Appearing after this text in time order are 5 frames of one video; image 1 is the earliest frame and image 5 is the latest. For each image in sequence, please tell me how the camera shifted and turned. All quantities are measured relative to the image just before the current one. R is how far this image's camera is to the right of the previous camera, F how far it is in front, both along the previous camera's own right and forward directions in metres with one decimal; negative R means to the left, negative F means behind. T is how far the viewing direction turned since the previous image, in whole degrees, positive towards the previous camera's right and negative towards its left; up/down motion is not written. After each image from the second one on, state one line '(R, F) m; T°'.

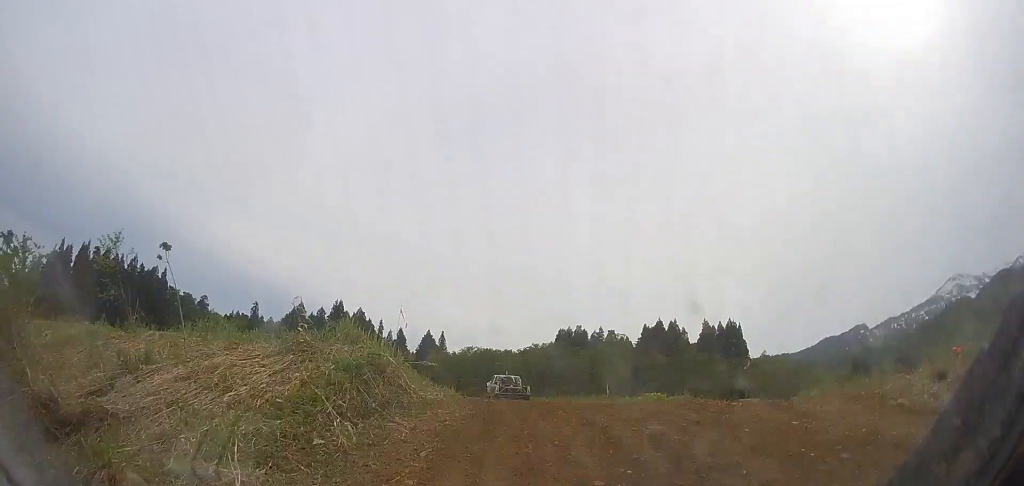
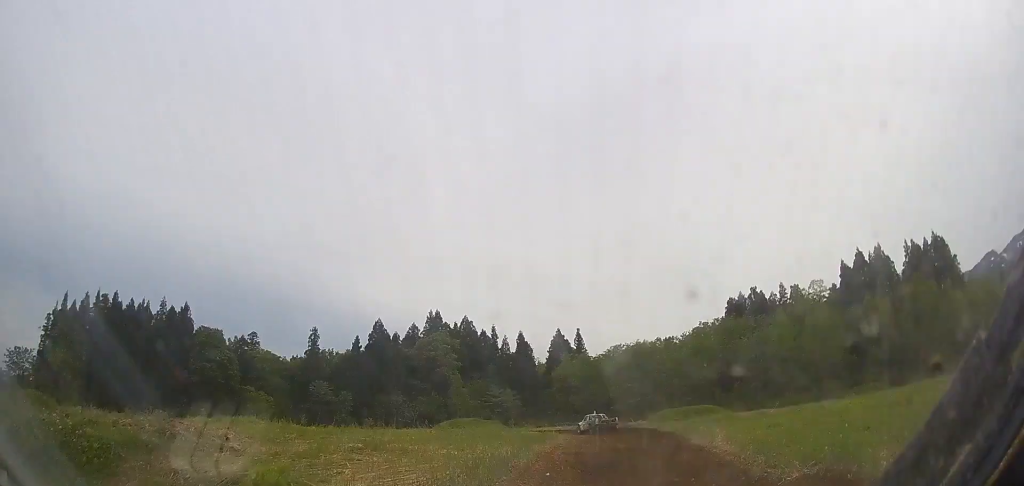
(-5.5, +49.7) m; -12°
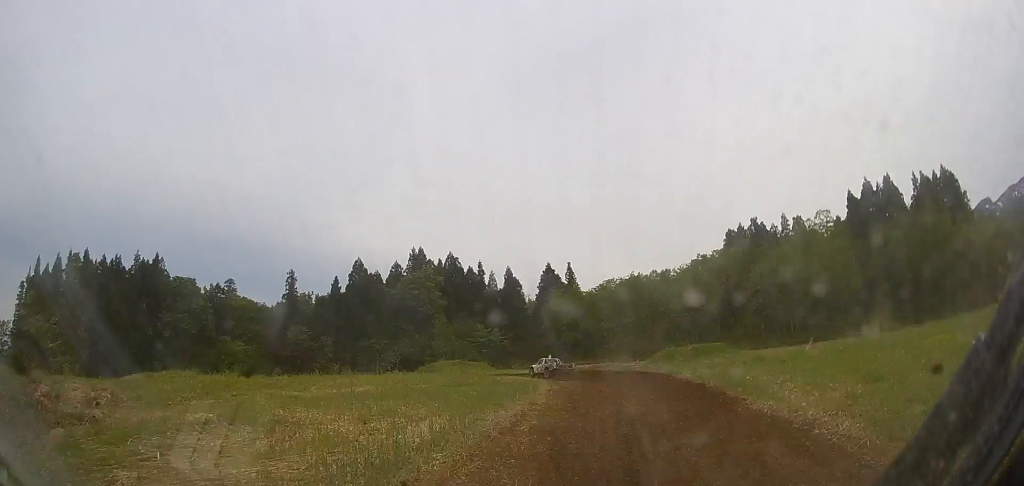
(0.0, +6.7) m; -1°
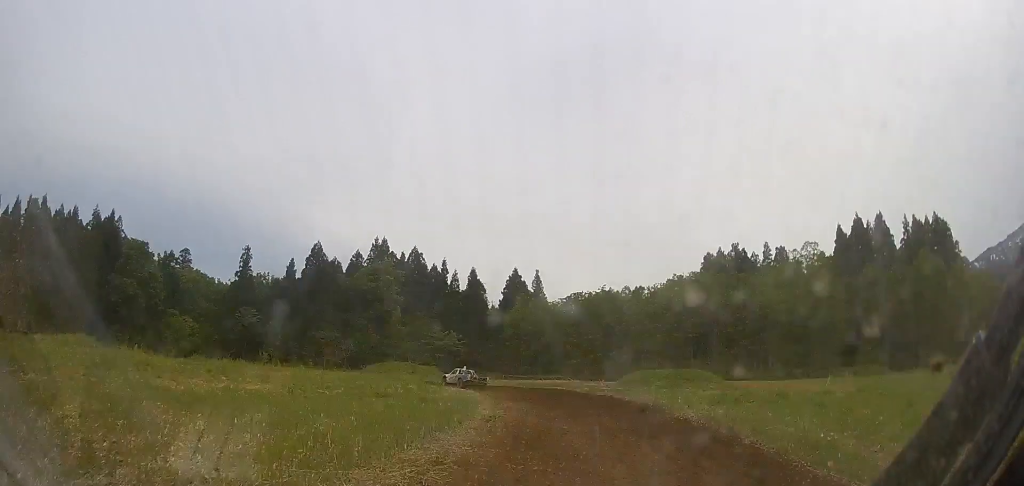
(+0.1, +5.9) m; -1°
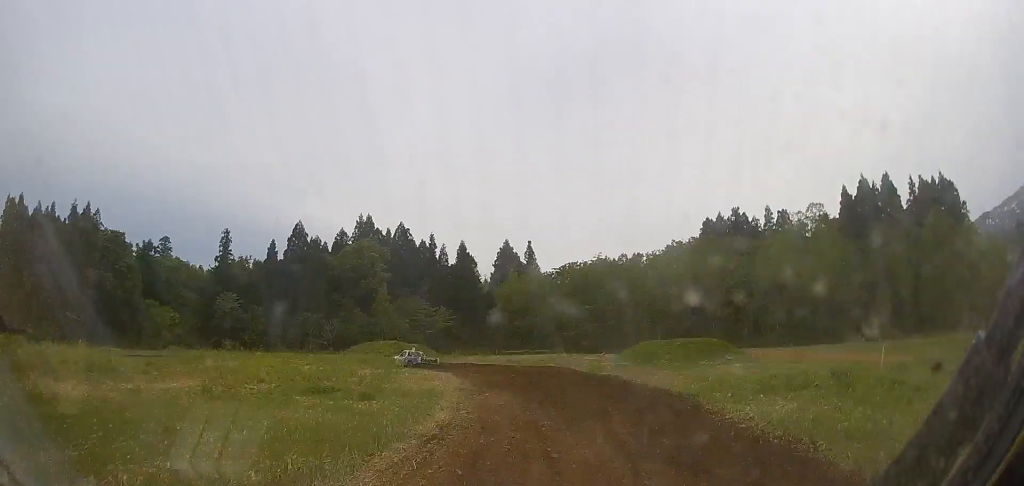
(-0.1, +5.4) m; -3°
